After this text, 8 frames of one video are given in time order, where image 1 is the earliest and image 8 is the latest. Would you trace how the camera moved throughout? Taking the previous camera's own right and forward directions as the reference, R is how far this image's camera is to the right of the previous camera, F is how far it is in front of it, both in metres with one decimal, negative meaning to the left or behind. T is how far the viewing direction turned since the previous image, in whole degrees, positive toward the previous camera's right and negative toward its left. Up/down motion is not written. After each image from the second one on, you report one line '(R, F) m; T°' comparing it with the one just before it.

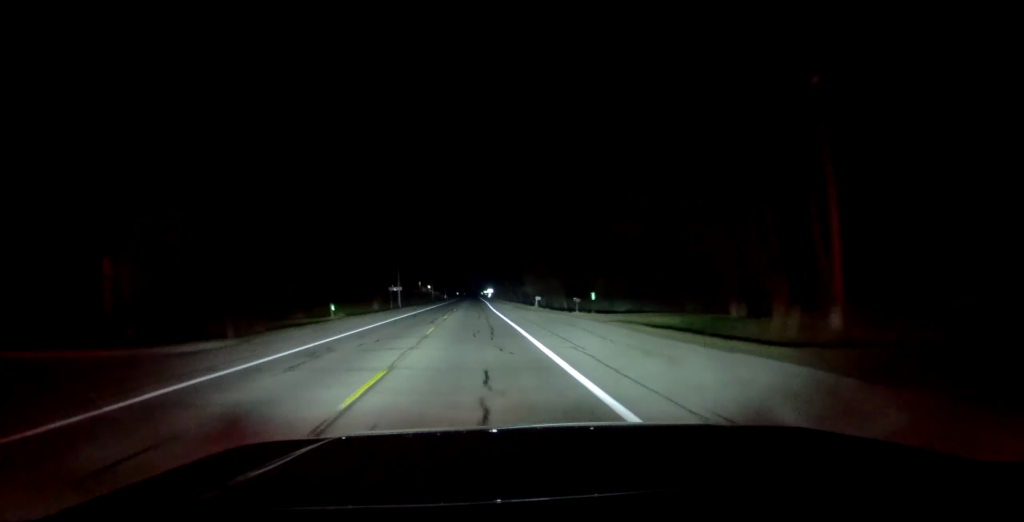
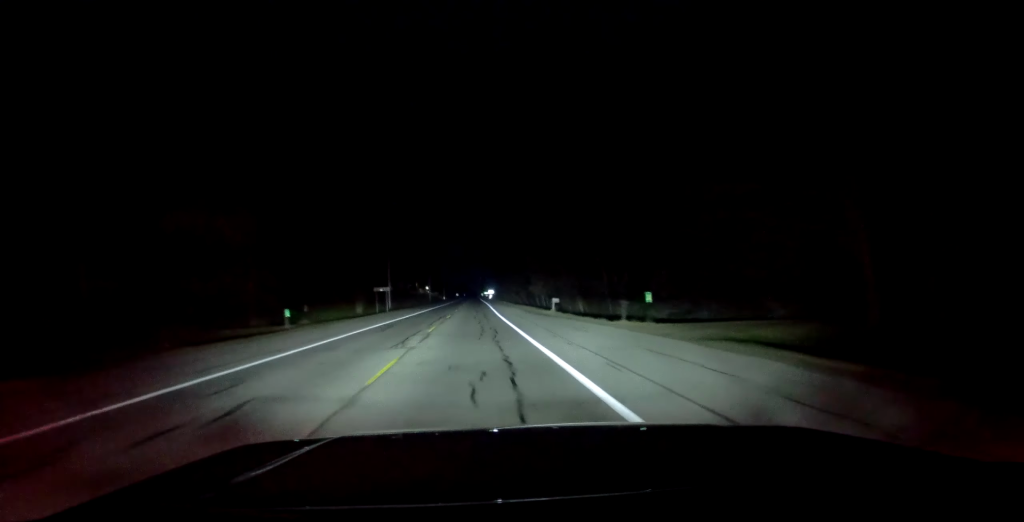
(+0.1, +12.8) m; 0°
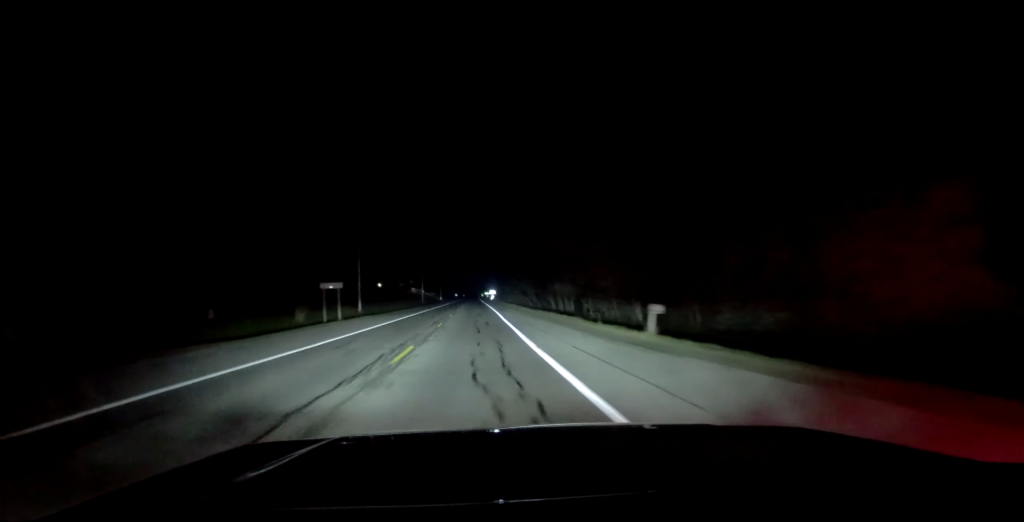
(-0.2, +25.7) m; -2°
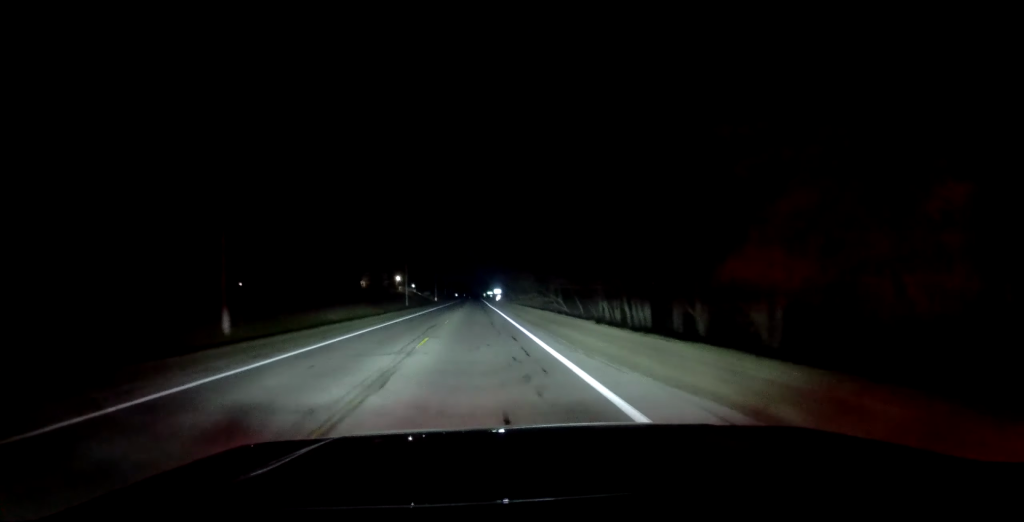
(-1.0, +41.6) m; -1°
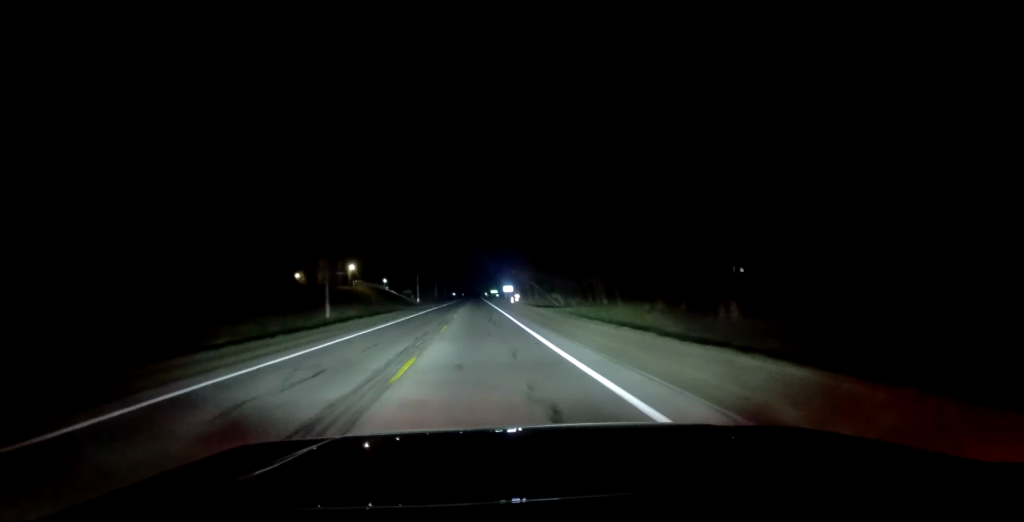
(+2.6, +68.1) m; +2°
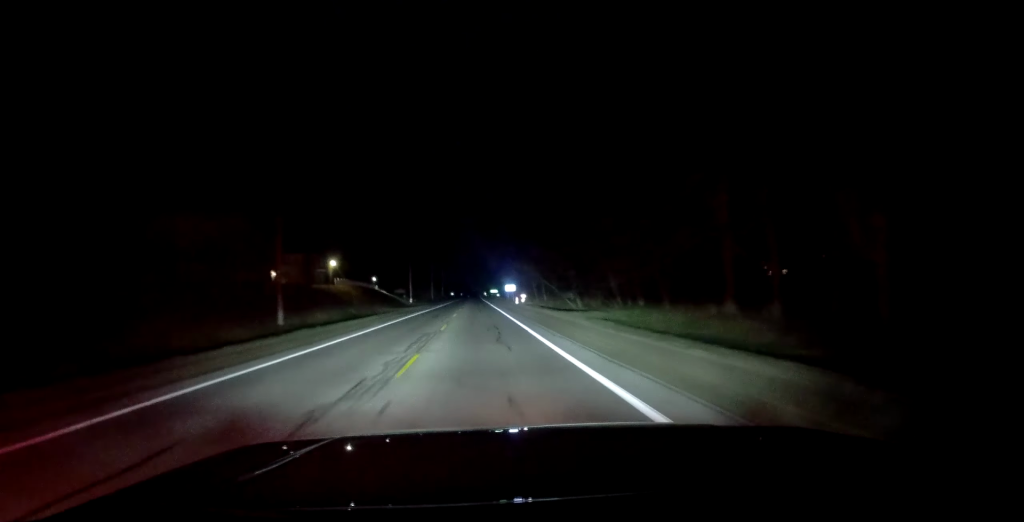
(0.0, +13.9) m; -1°
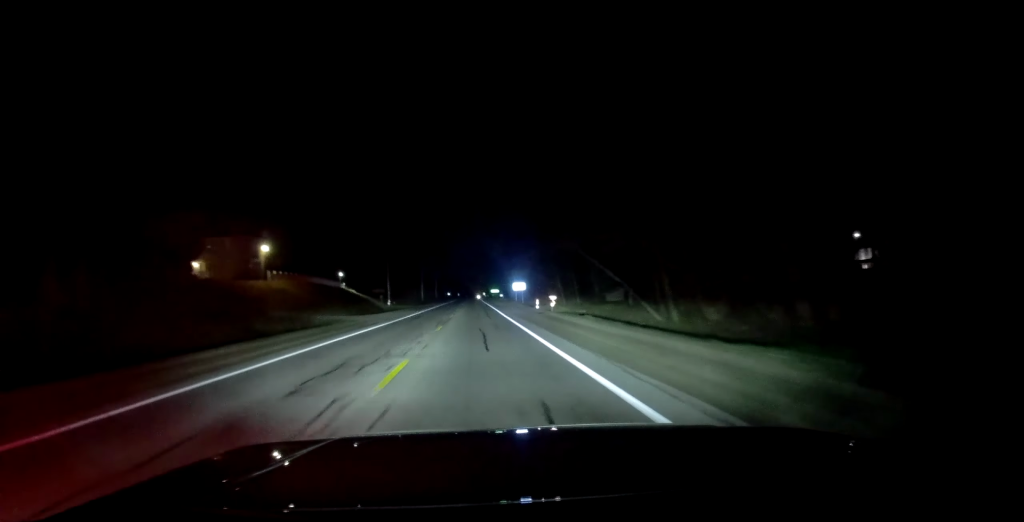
(-1.0, +31.3) m; -1°
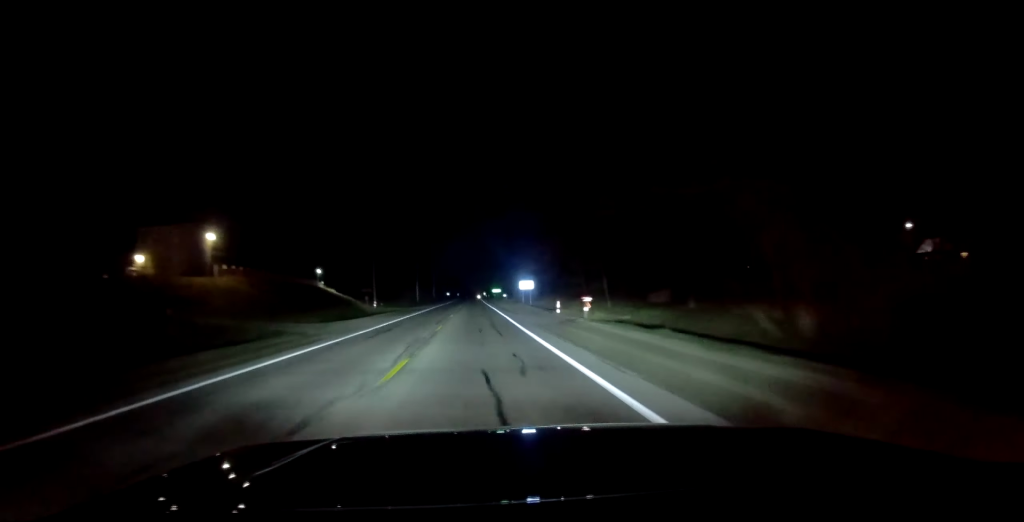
(+0.1, +15.5) m; +1°
